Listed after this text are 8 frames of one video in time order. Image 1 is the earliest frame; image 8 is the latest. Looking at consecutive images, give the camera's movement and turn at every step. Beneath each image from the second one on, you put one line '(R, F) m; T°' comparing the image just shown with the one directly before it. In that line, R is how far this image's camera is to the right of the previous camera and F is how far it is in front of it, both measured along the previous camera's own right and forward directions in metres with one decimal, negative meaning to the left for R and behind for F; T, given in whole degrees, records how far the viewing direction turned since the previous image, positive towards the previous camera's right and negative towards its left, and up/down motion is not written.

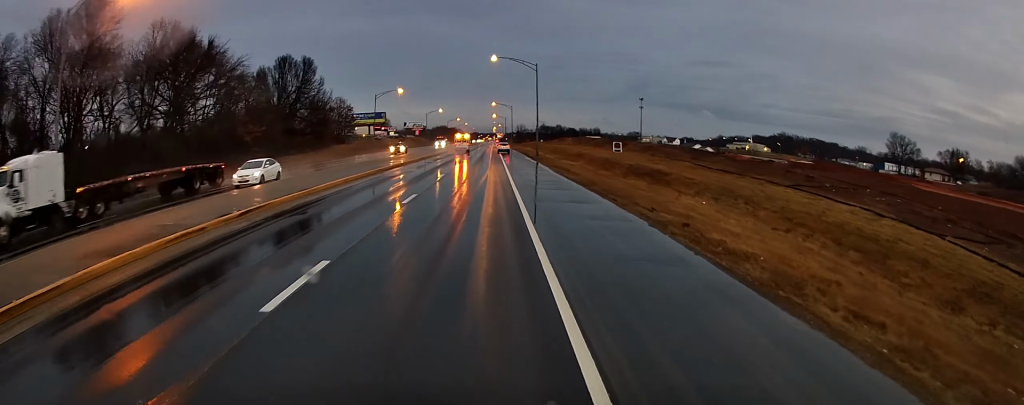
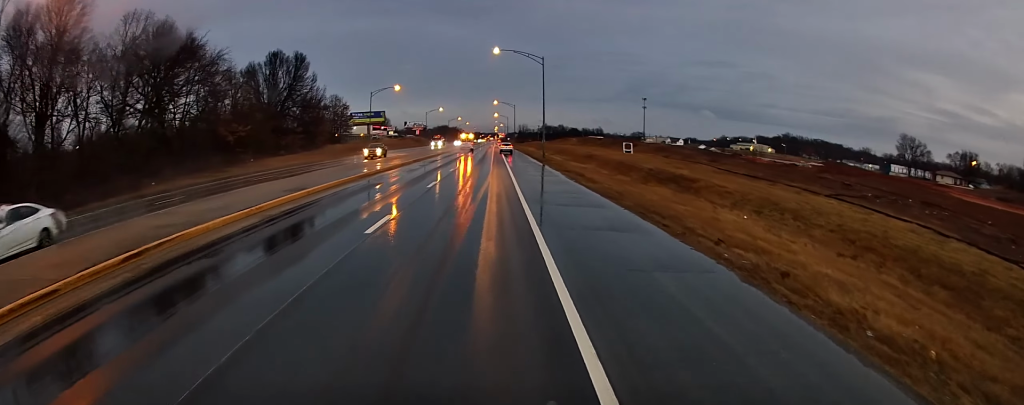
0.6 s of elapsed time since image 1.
(0.0, +5.8) m; 0°
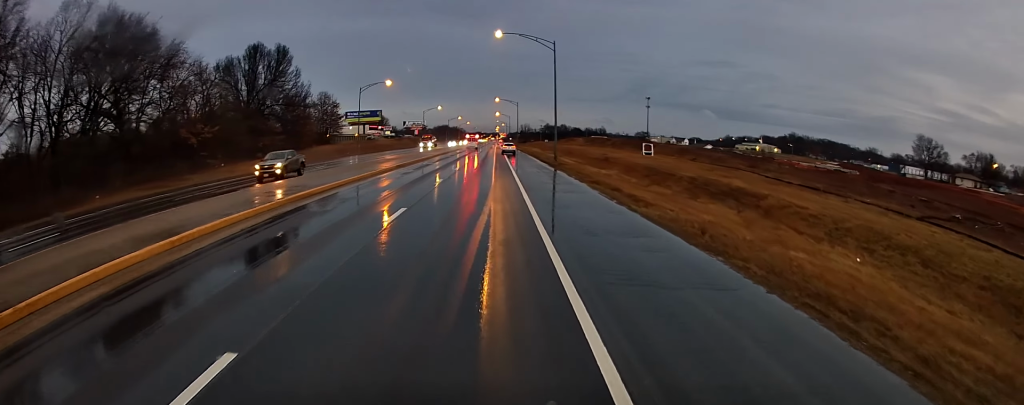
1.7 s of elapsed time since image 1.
(0.0, +10.1) m; 0°
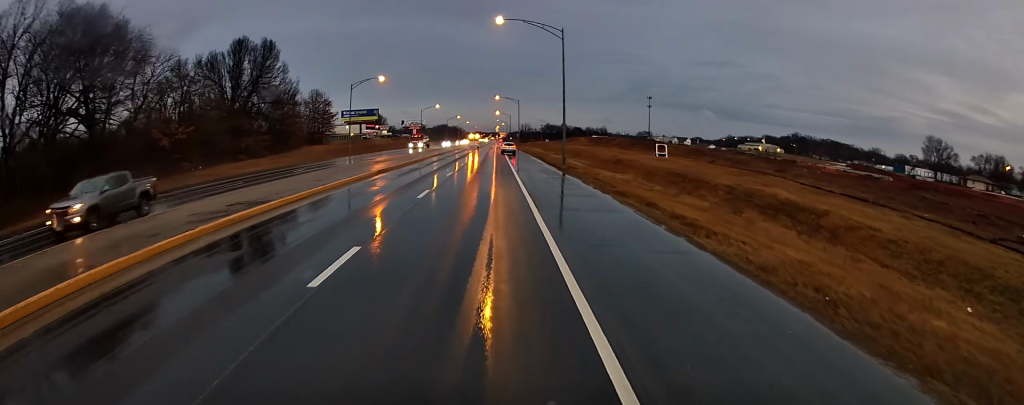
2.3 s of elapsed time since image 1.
(0.0, +6.2) m; -1°
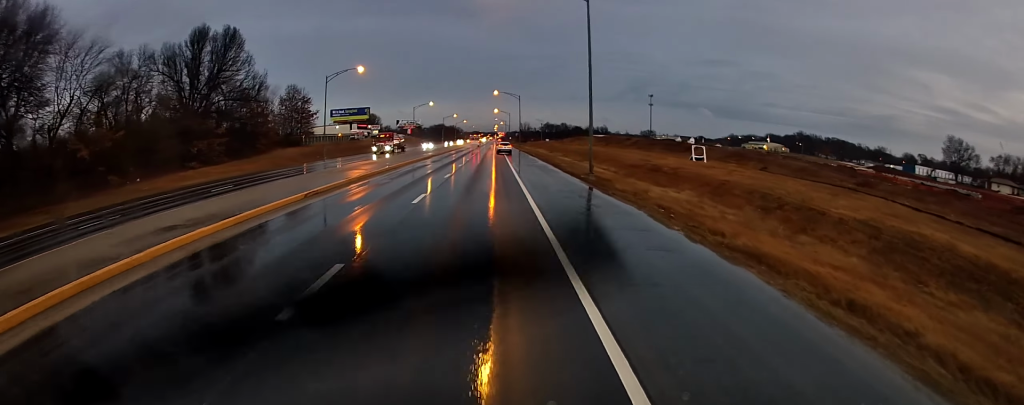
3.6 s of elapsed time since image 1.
(-0.2, +13.1) m; 0°
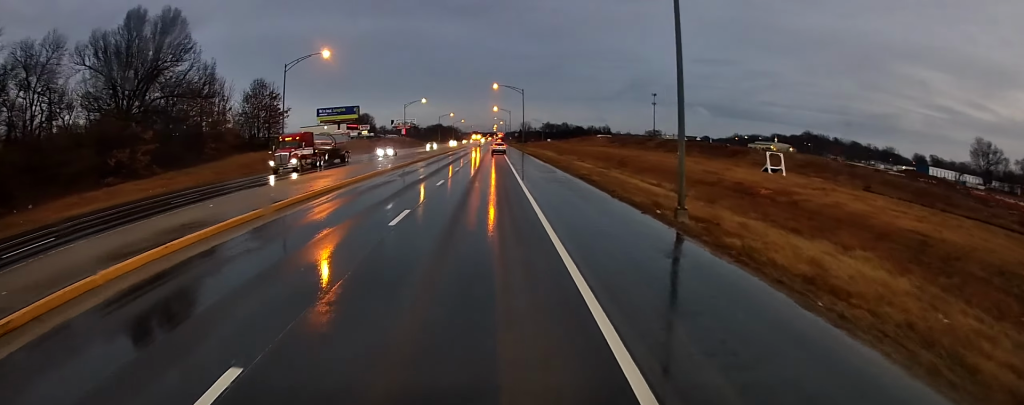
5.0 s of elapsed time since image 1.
(+0.6, +15.4) m; +2°
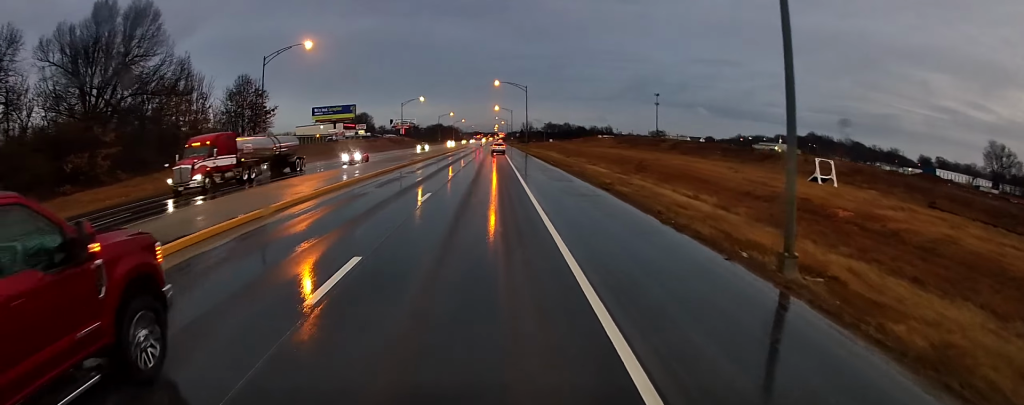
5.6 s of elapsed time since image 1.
(0.0, +6.5) m; -1°
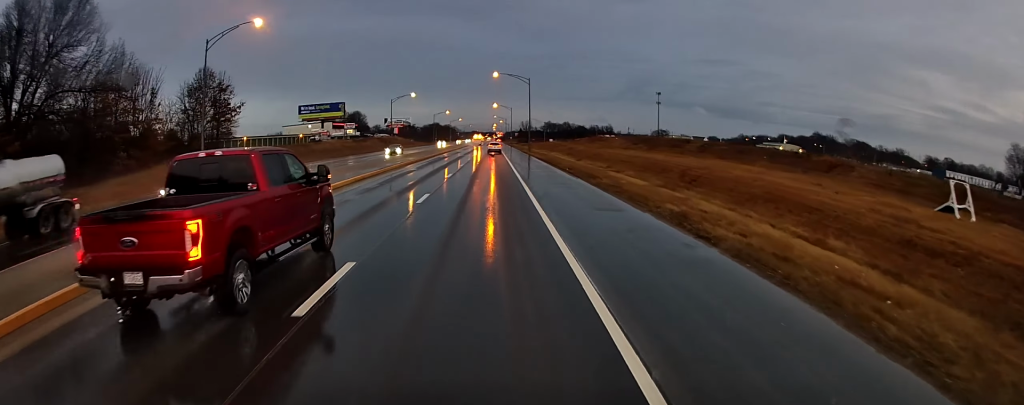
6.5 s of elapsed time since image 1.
(-0.4, +12.1) m; -2°
